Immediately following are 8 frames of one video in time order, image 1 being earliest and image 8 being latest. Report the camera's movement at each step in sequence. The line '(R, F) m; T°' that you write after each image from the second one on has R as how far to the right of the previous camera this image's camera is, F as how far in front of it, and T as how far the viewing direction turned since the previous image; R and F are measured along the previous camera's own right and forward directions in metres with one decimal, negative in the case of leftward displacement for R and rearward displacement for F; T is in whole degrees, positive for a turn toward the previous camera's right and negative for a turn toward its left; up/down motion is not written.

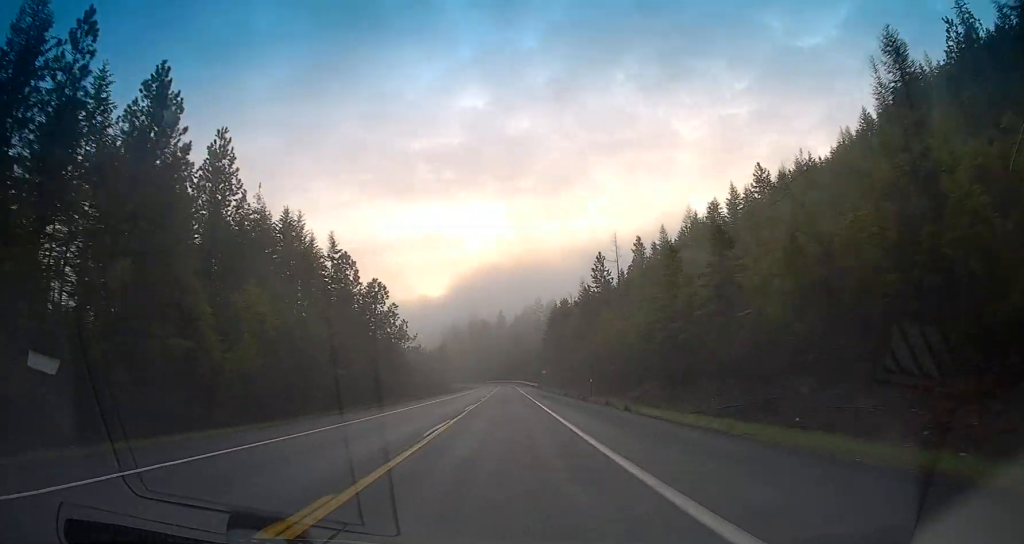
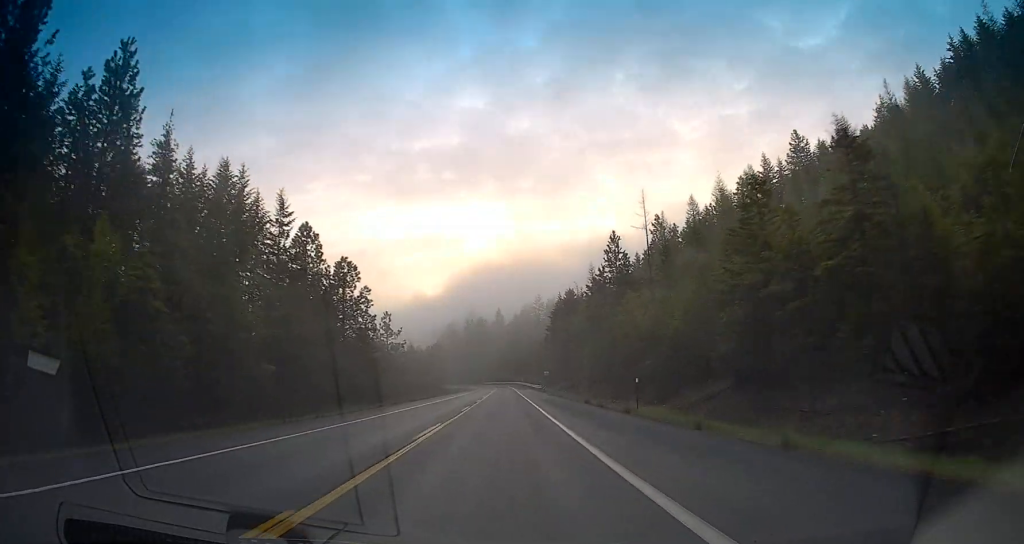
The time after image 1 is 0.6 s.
(0.0, +16.1) m; 0°
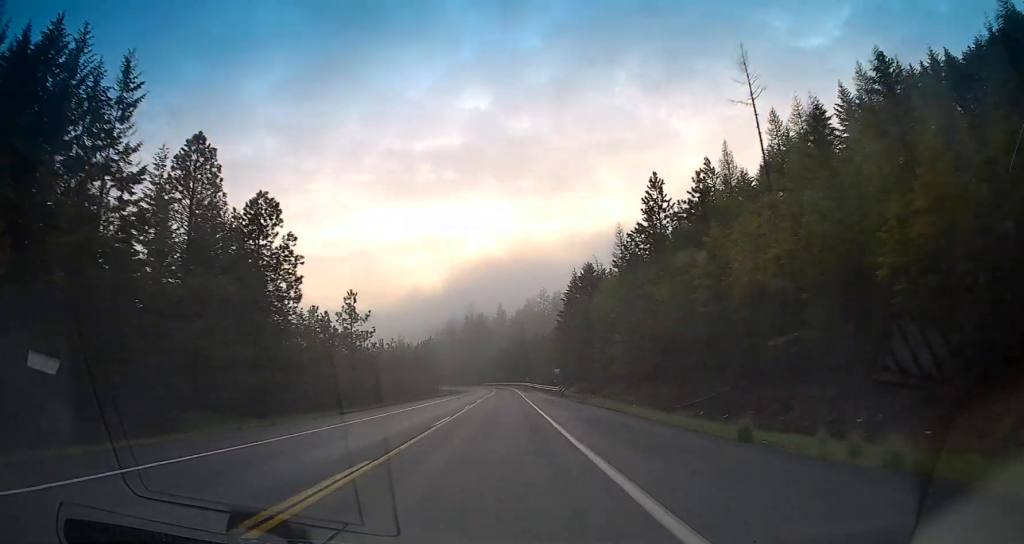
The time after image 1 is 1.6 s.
(-0.1, +26.0) m; 0°
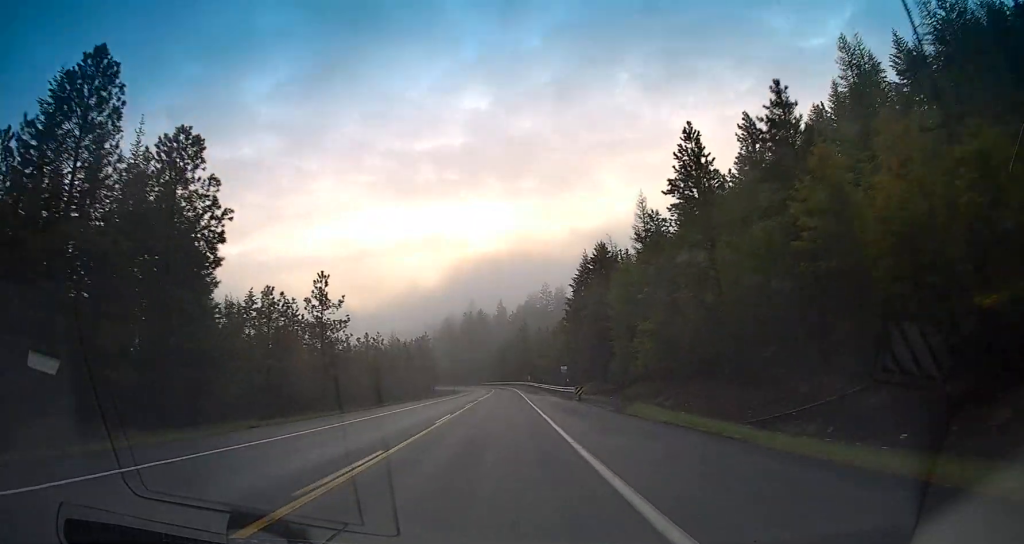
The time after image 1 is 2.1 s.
(-0.2, +13.4) m; 0°
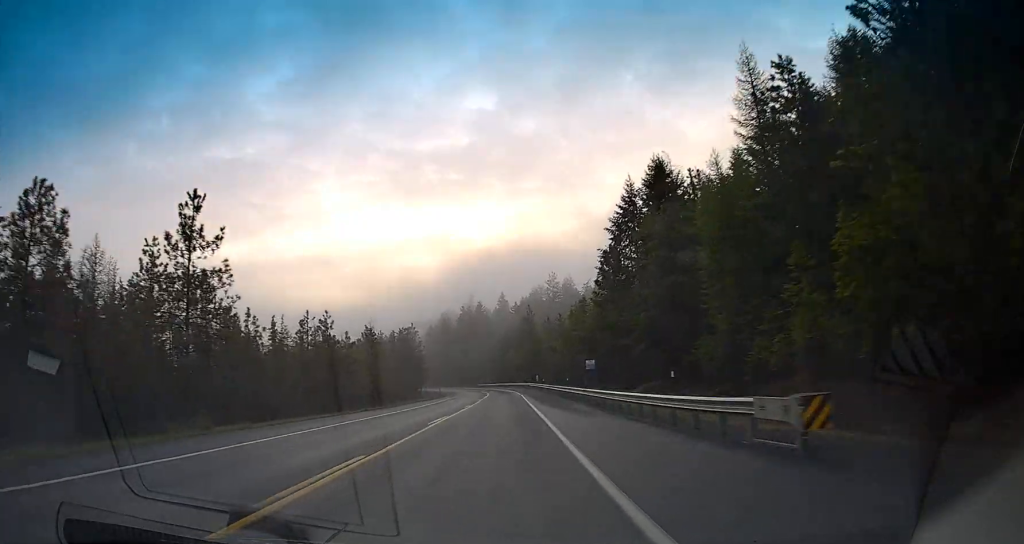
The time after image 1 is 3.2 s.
(+0.4, +31.3) m; 0°
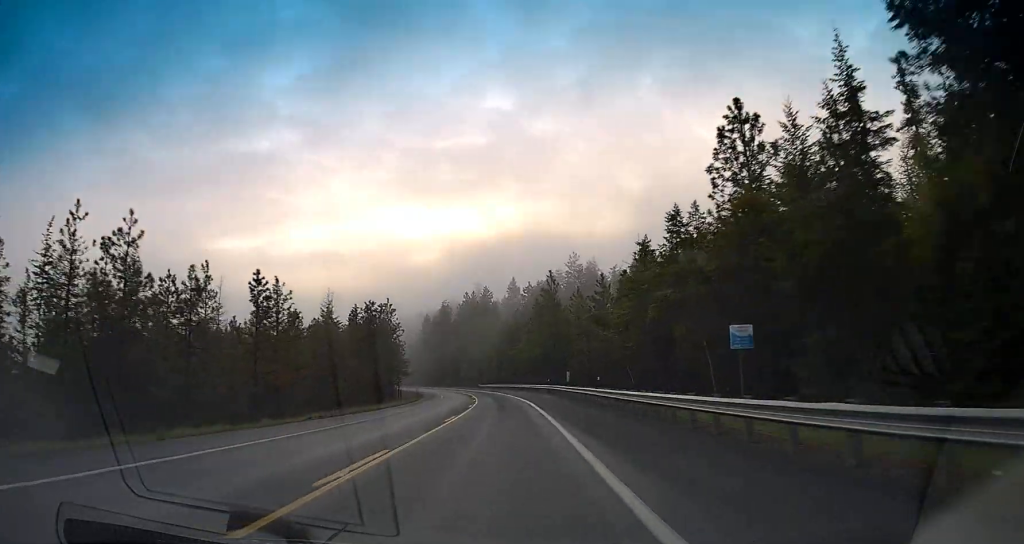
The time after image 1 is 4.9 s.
(-0.6, +43.7) m; -2°
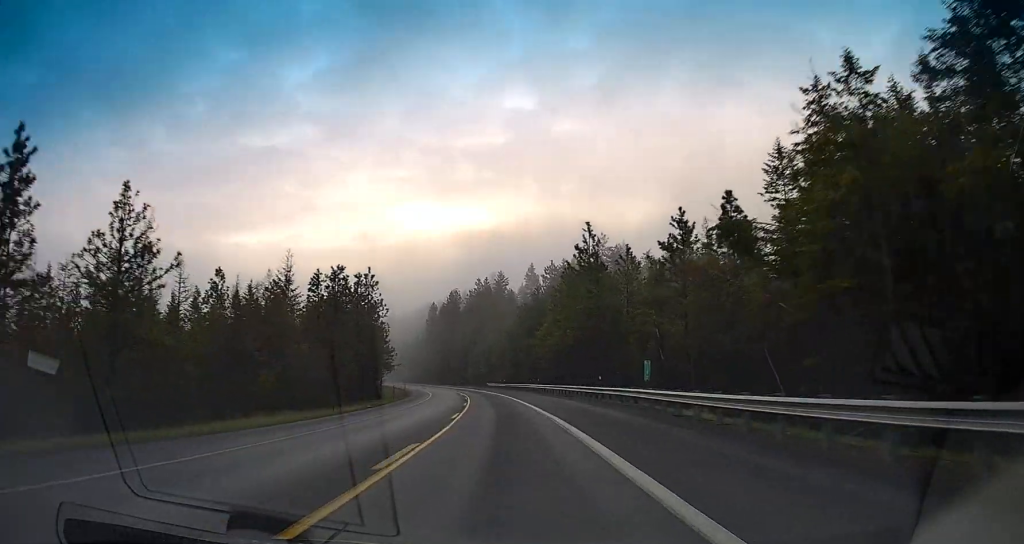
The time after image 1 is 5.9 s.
(-0.4, +28.5) m; -1°
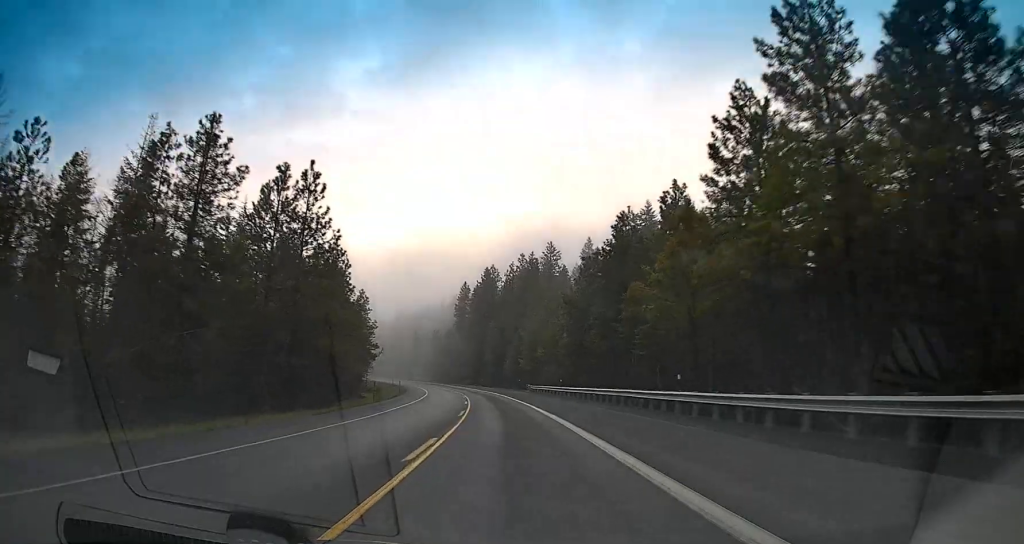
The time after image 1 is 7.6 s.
(-1.1, +44.4) m; -4°
